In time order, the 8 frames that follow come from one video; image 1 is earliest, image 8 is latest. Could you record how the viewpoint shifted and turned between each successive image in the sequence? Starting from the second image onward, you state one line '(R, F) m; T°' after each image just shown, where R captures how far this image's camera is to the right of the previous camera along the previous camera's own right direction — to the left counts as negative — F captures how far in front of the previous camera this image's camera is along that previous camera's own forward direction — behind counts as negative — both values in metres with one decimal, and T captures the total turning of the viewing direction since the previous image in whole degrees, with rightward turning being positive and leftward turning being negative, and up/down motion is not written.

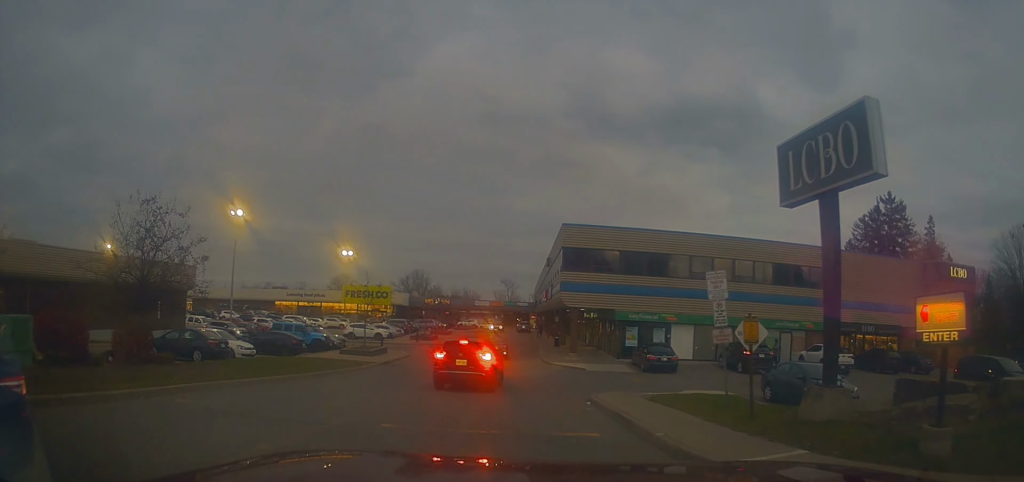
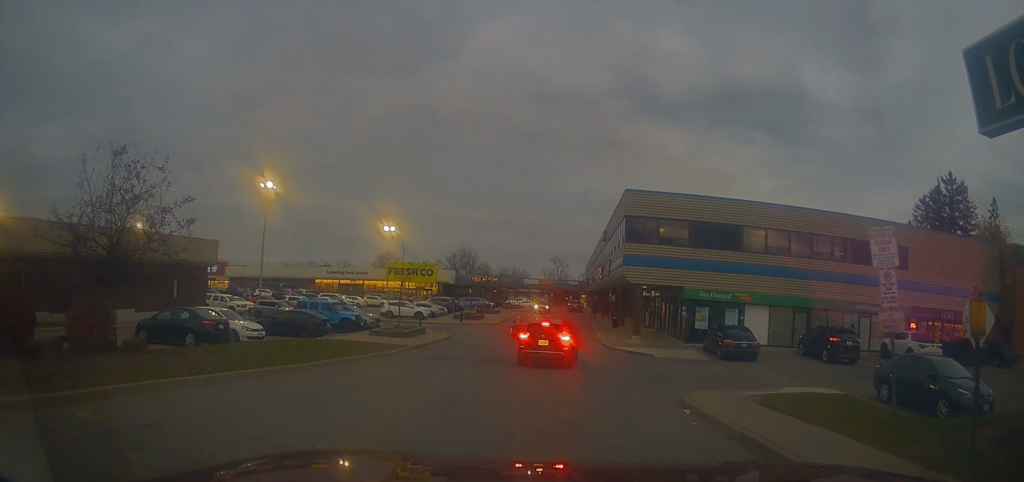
(-0.4, +4.4) m; -5°
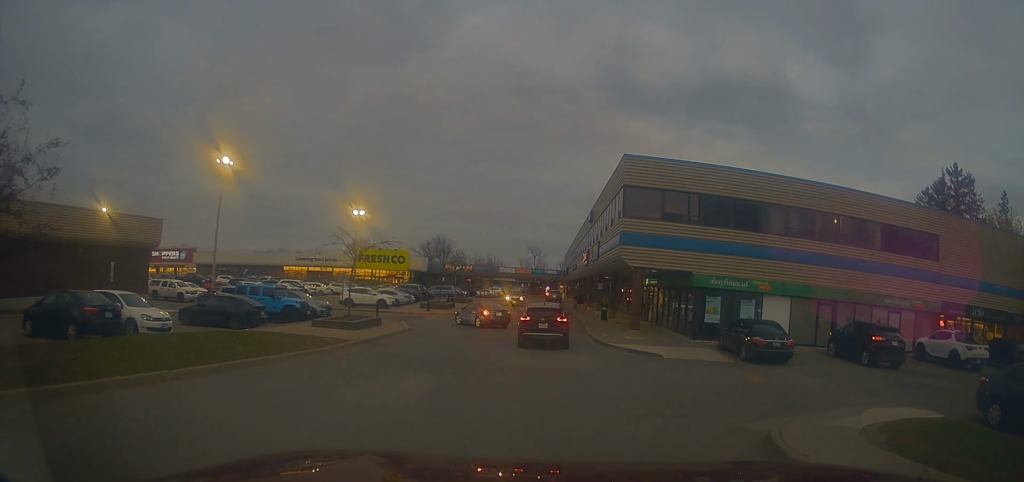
(+0.1, +5.5) m; +1°
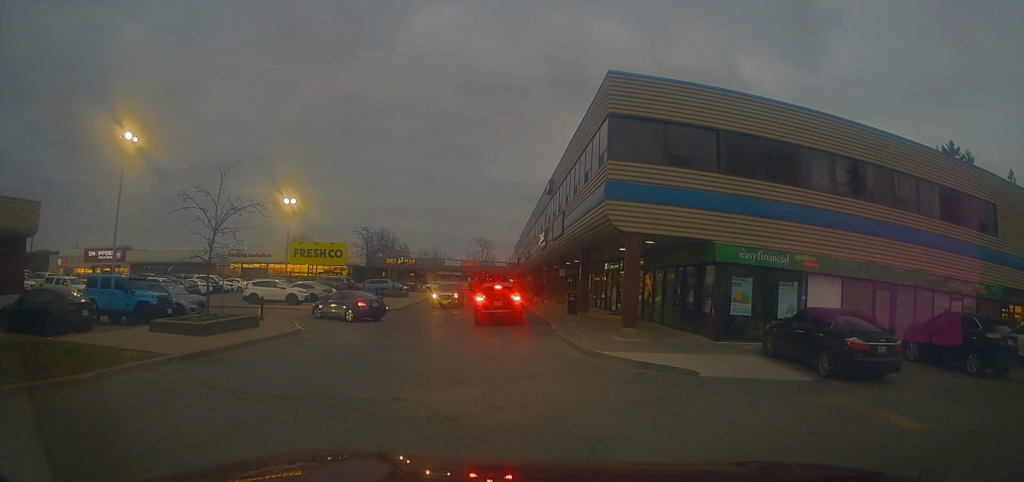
(0.0, +8.7) m; 0°
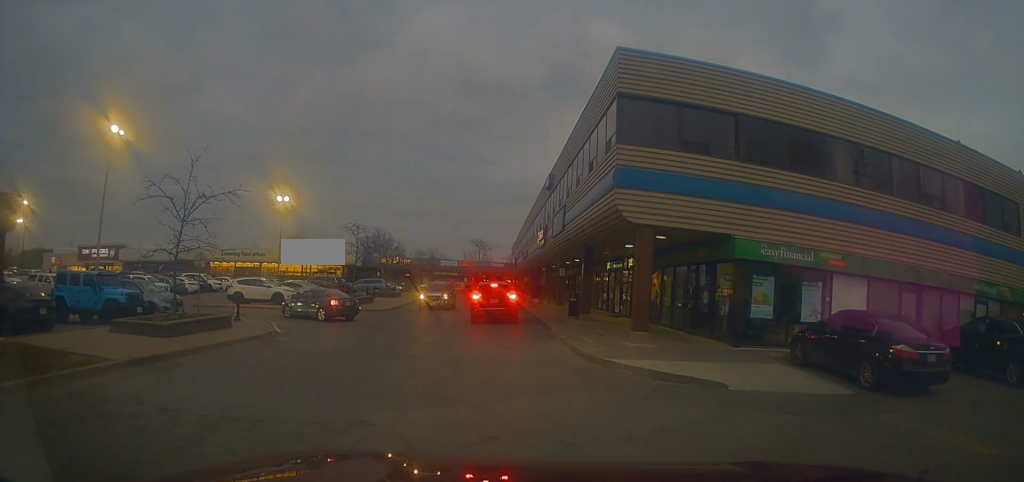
(-0.1, +1.8) m; +2°
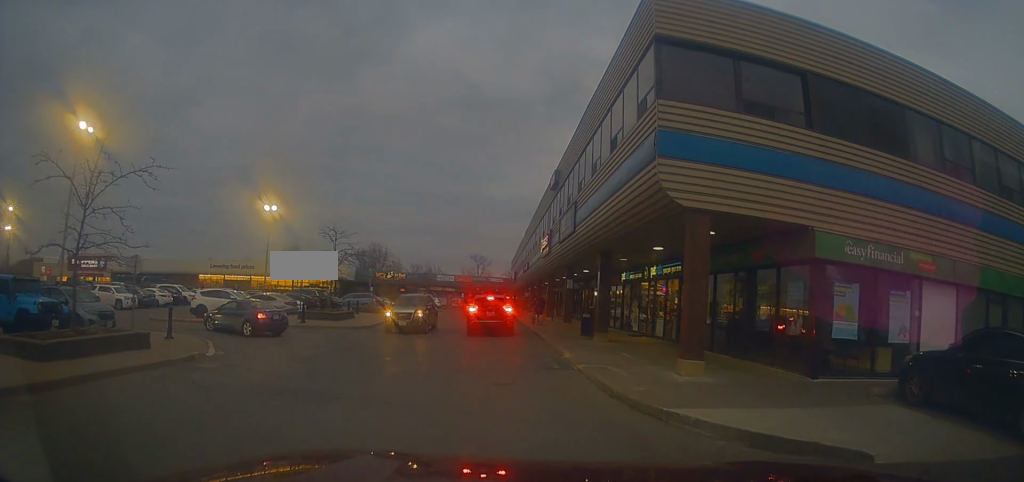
(+0.3, +4.6) m; +7°
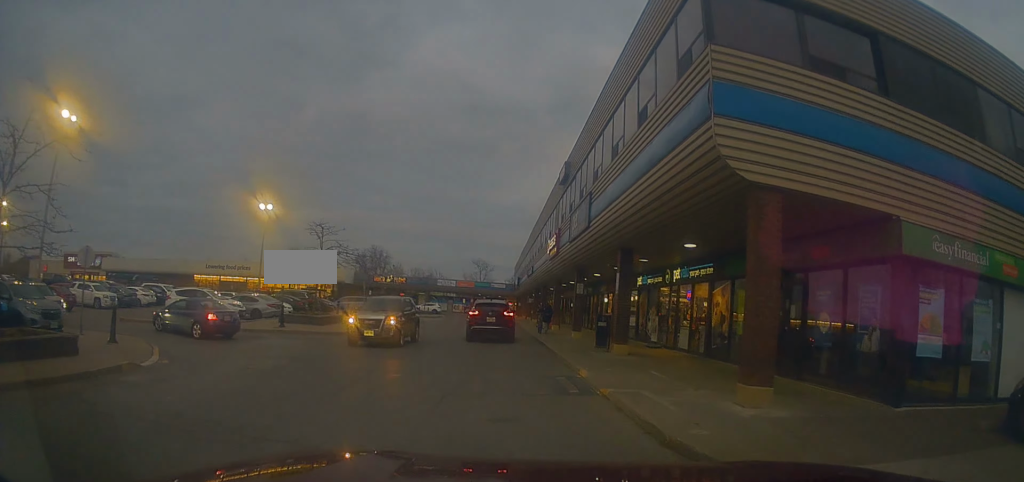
(+0.1, +2.9) m; -1°
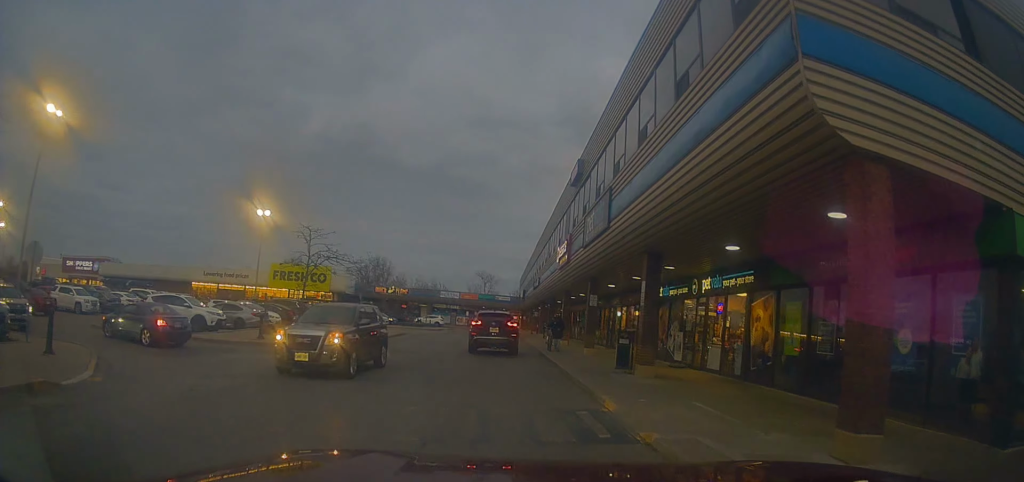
(+0.1, +2.6) m; -6°
